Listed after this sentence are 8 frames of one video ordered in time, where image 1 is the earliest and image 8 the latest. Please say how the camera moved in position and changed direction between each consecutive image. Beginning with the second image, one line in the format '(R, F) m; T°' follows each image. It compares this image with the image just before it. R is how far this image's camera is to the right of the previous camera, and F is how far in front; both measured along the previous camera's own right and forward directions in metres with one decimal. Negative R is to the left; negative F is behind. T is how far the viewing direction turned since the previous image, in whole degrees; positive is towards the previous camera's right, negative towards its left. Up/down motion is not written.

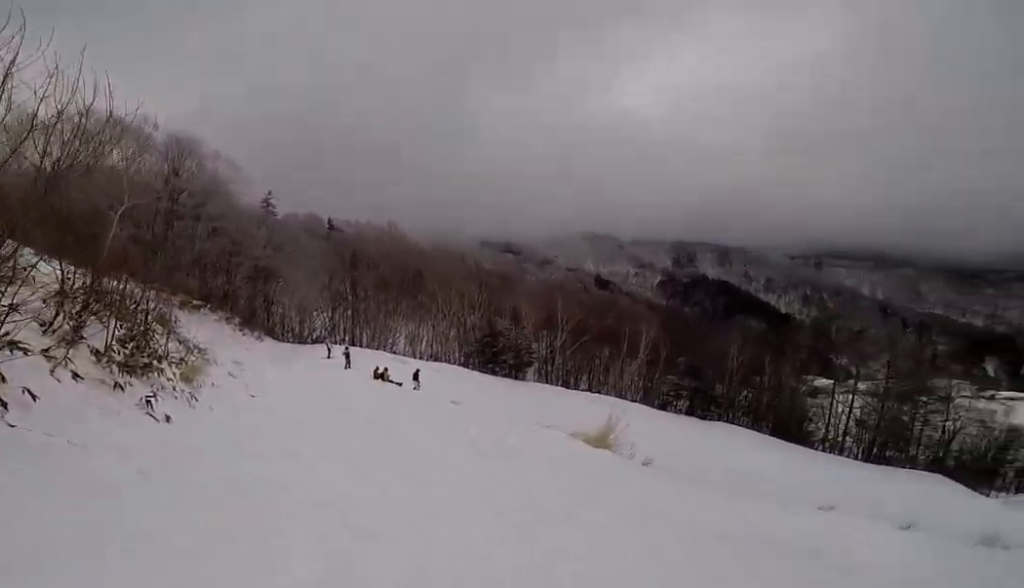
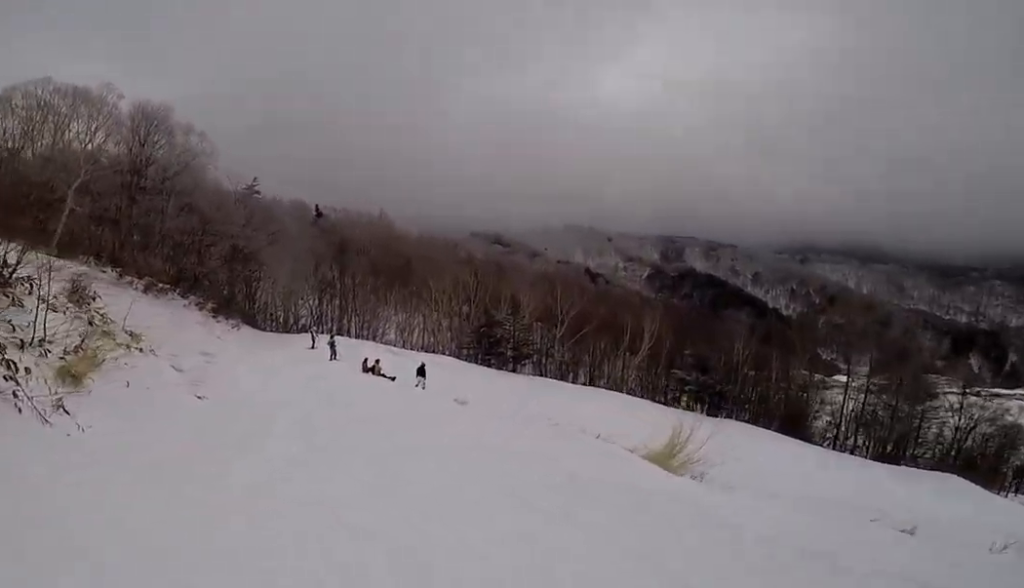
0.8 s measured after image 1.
(+0.3, +3.5) m; +8°
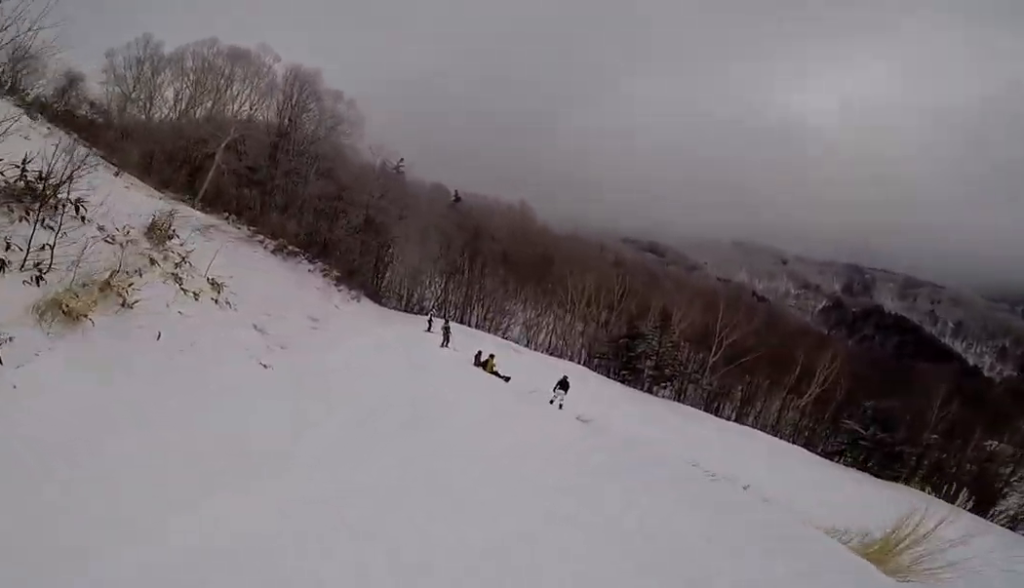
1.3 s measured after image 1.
(0.0, +2.3) m; +5°
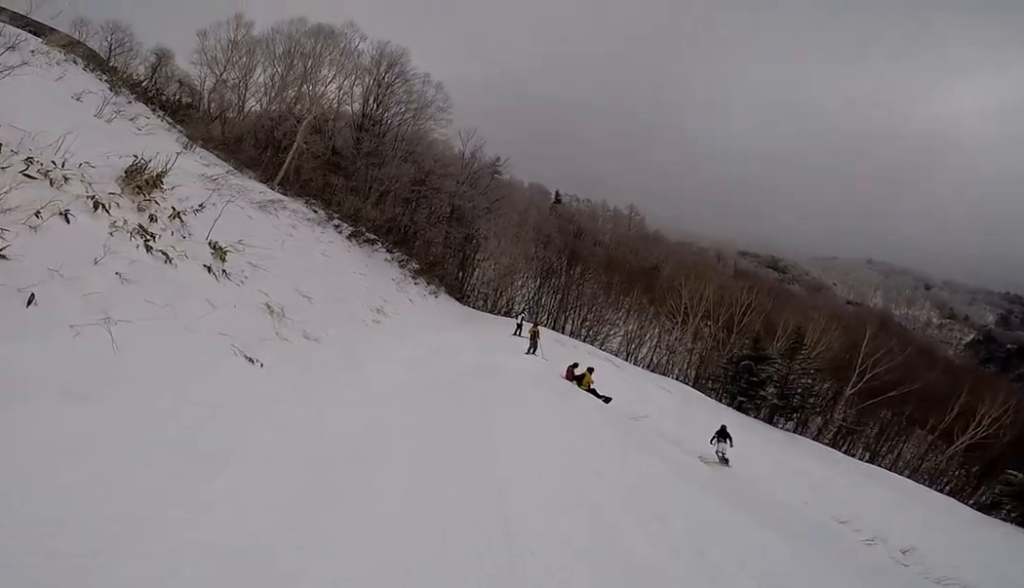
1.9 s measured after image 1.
(+0.2, +3.0) m; +3°
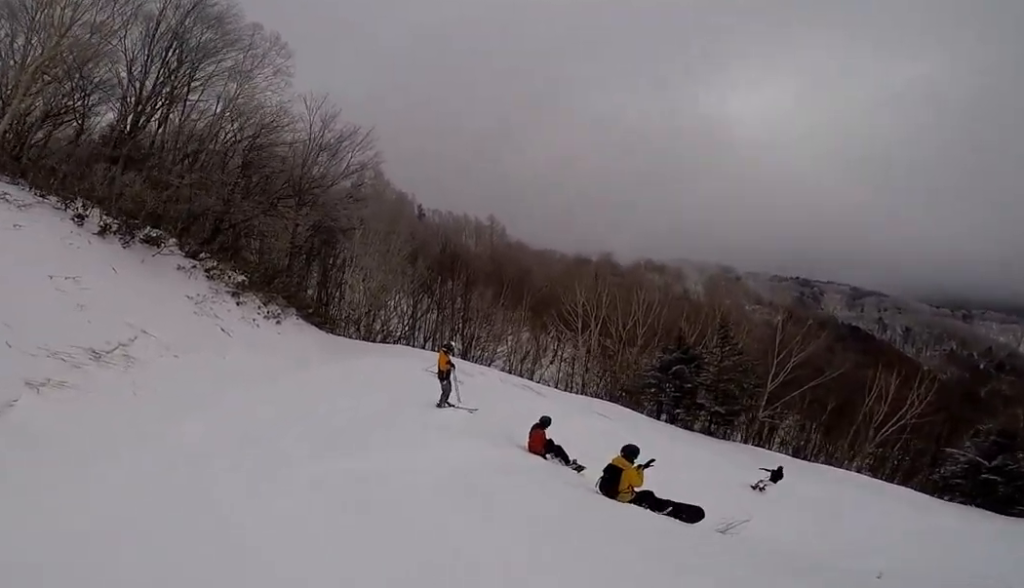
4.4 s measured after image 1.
(-0.9, +11.5) m; -11°
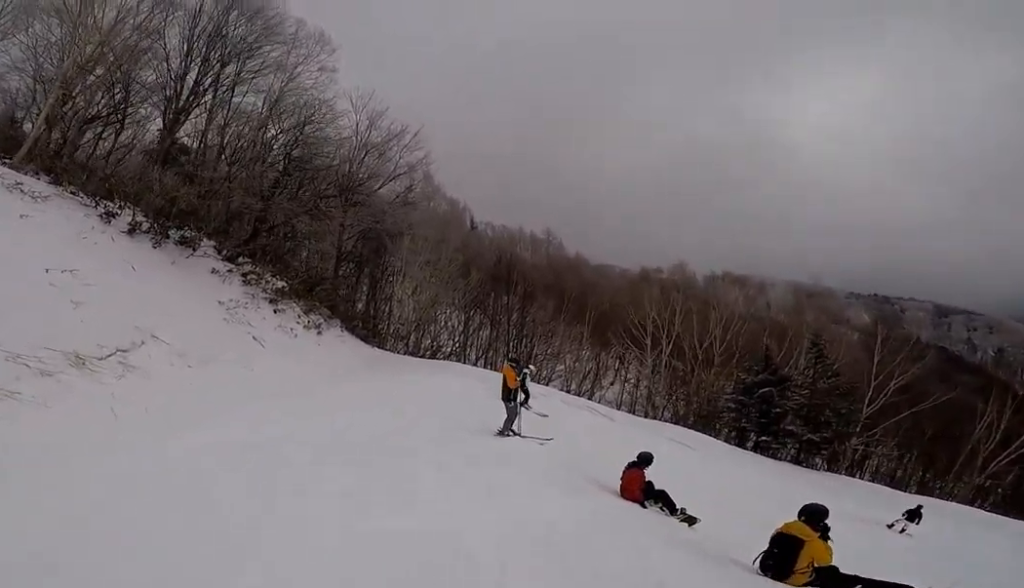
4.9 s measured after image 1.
(0.0, +2.0) m; -3°
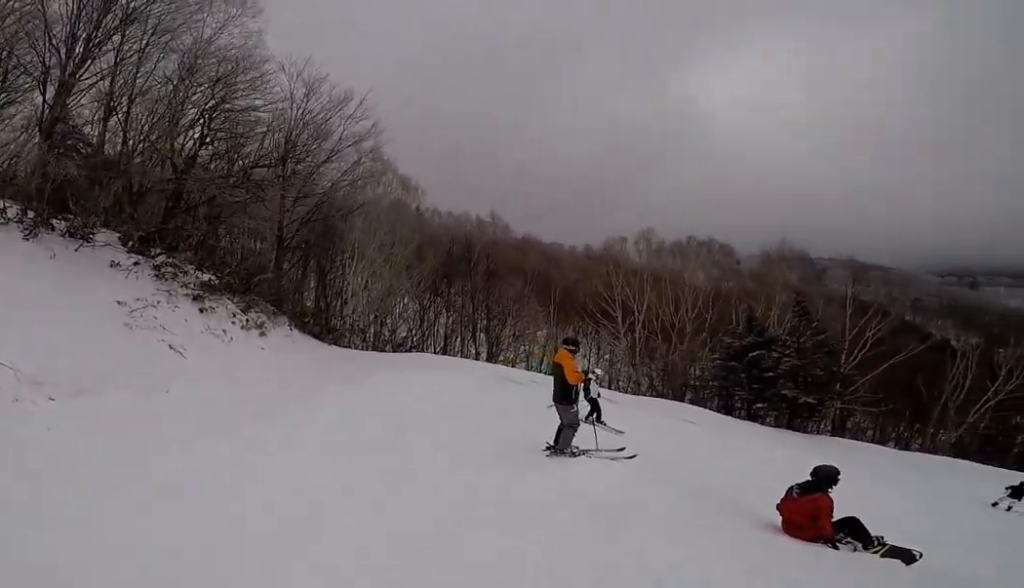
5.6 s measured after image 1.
(0.0, +3.3) m; -8°
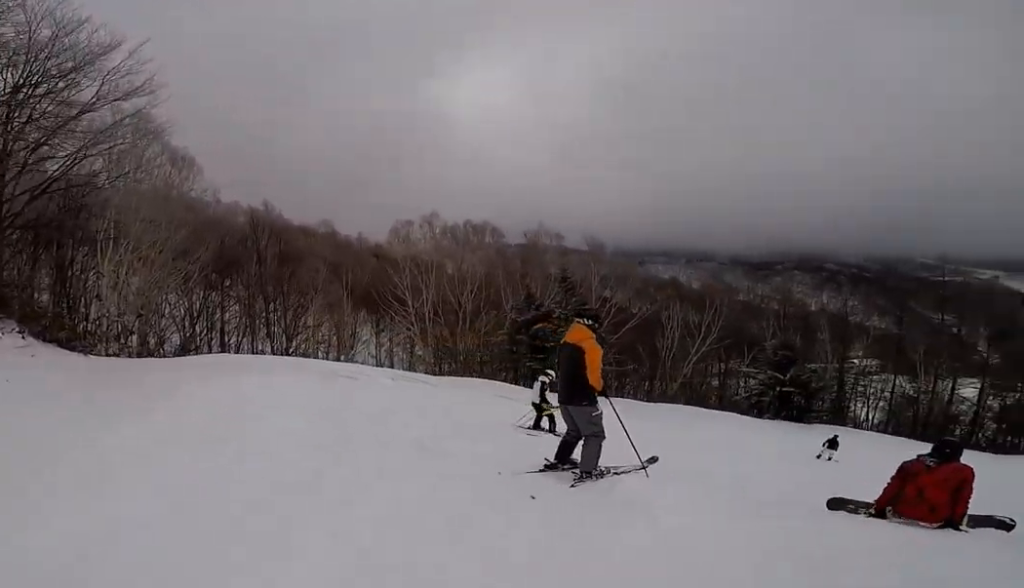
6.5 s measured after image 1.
(-0.4, +3.6) m; -15°
